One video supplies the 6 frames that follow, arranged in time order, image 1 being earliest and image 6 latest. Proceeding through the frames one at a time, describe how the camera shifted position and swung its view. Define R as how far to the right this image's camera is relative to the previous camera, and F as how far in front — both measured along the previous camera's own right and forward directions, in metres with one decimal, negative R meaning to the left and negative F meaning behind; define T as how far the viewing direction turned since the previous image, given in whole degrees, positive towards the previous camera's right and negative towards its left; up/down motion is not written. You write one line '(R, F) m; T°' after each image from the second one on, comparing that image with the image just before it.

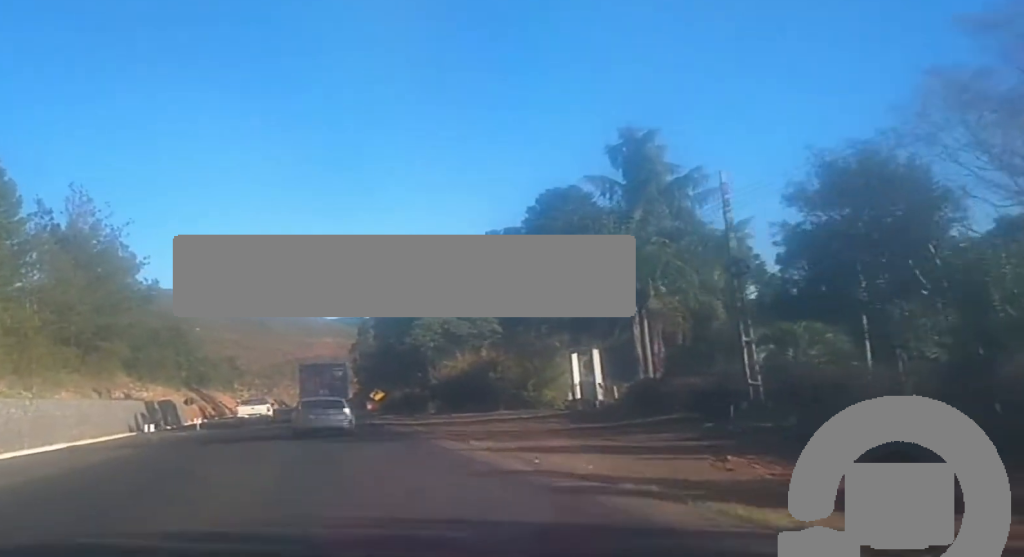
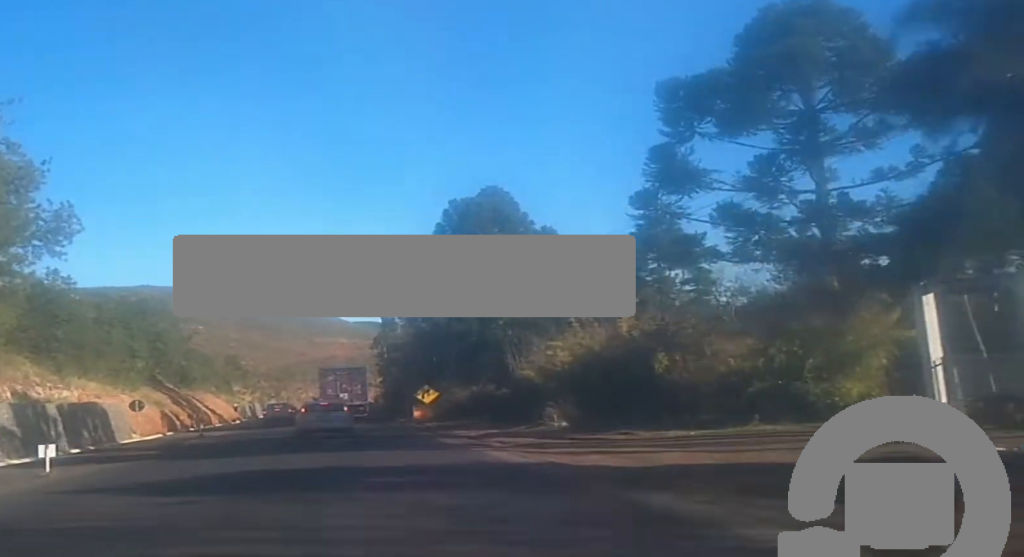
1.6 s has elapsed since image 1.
(-0.2, +33.1) m; 0°
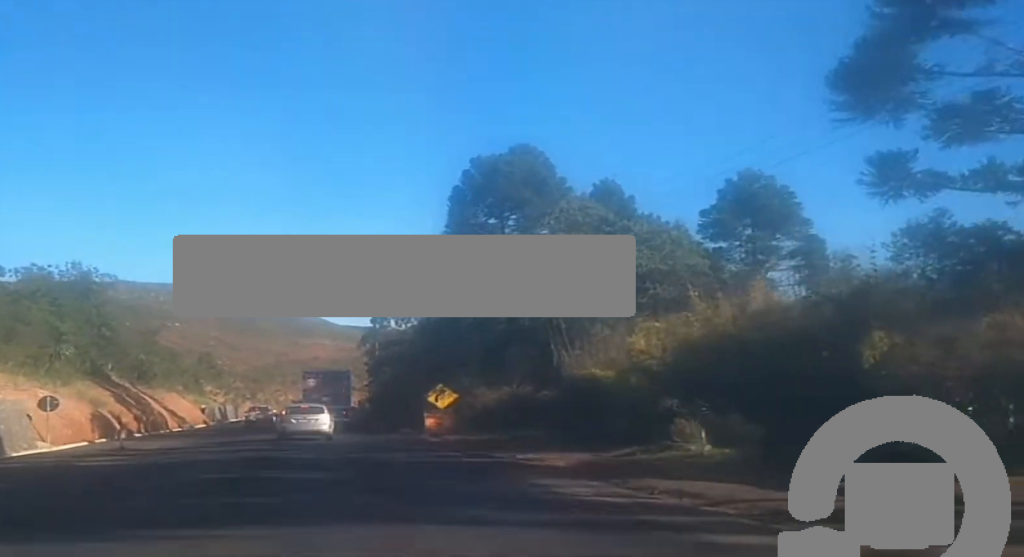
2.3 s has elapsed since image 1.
(+0.1, +15.5) m; -1°
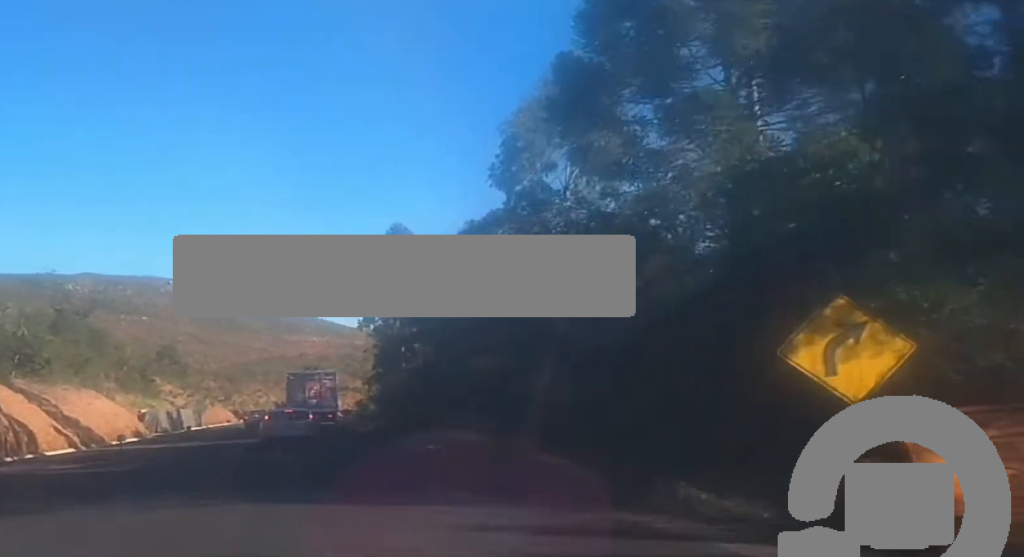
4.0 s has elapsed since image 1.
(-0.5, +35.6) m; 0°
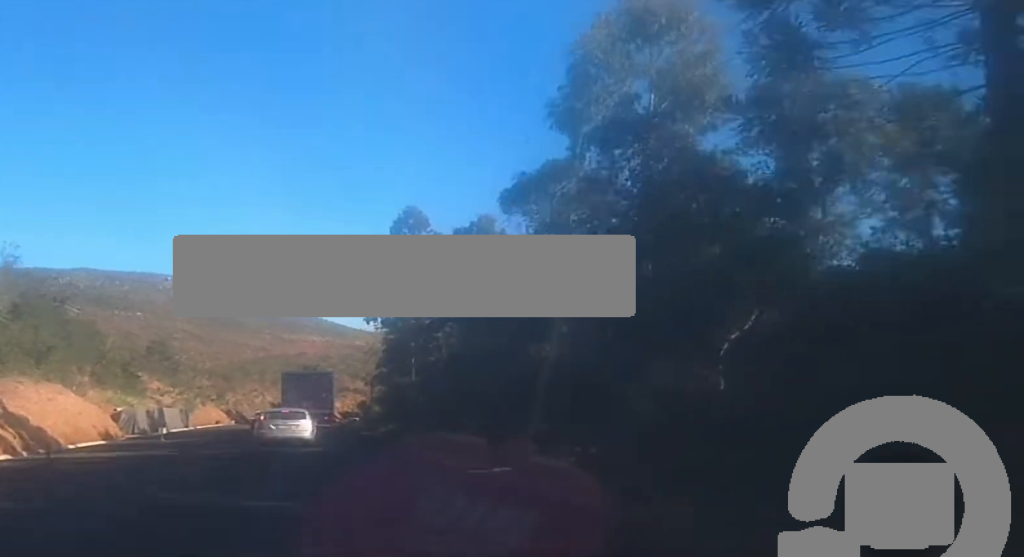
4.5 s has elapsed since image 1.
(+0.3, +10.0) m; +1°
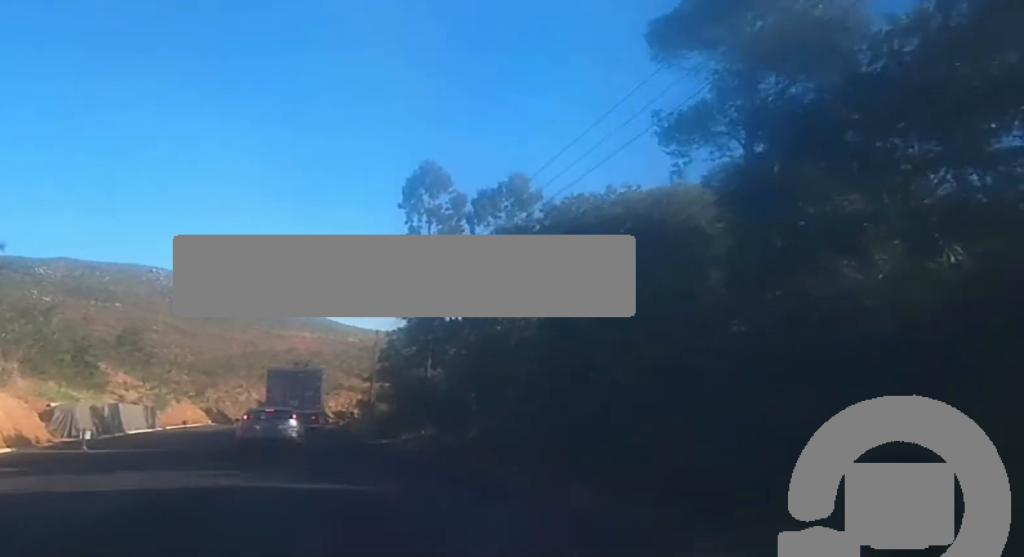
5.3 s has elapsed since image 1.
(+0.2, +17.0) m; 0°
